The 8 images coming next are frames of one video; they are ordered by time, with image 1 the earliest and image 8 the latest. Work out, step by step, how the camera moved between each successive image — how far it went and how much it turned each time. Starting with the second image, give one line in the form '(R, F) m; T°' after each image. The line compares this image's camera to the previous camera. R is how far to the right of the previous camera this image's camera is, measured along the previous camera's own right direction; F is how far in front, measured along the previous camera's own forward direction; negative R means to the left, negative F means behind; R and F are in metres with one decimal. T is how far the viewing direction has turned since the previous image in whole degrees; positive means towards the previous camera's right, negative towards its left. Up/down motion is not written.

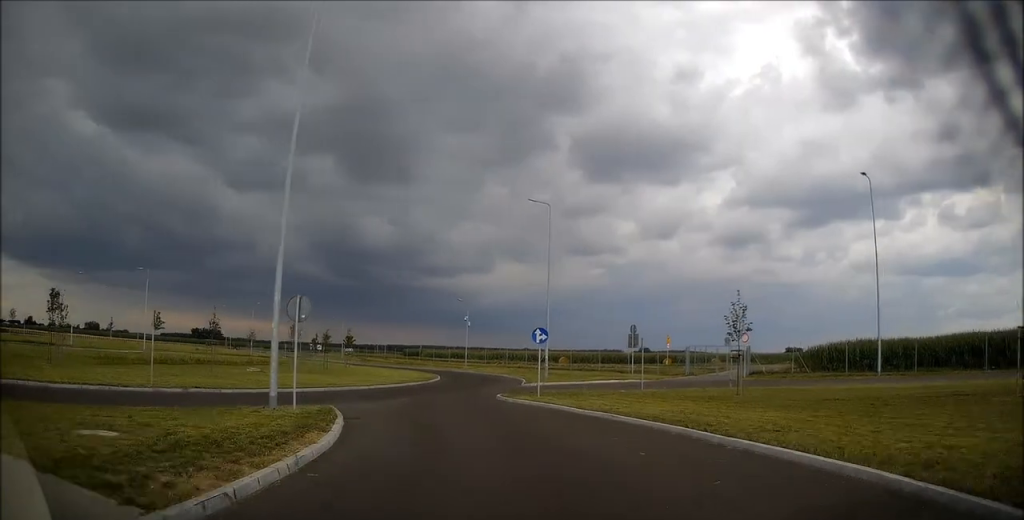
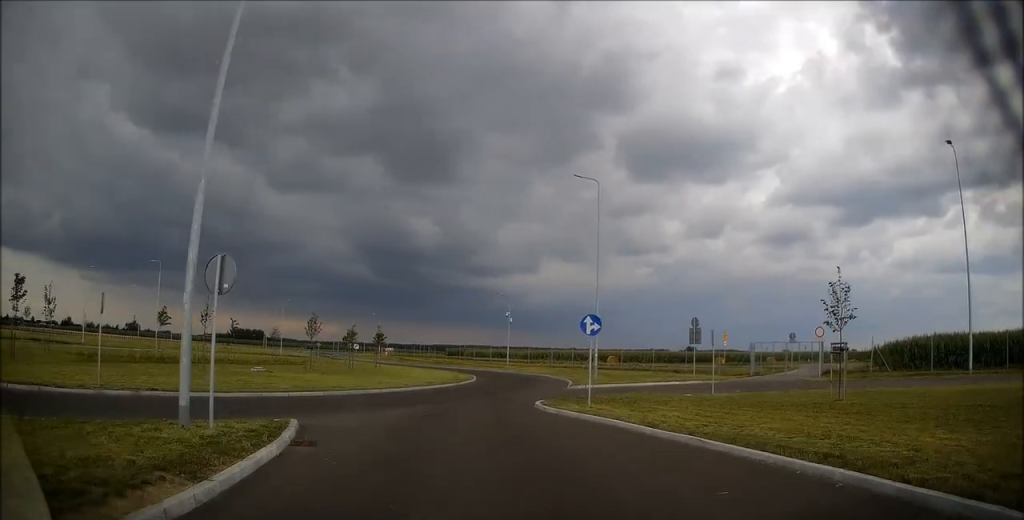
(0.0, +5.6) m; -3°
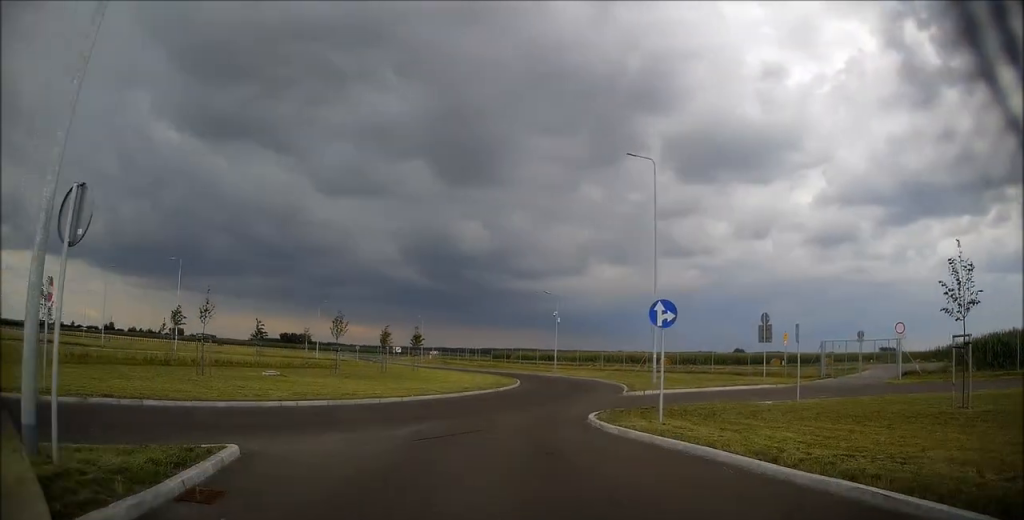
(-0.1, +4.7) m; -4°
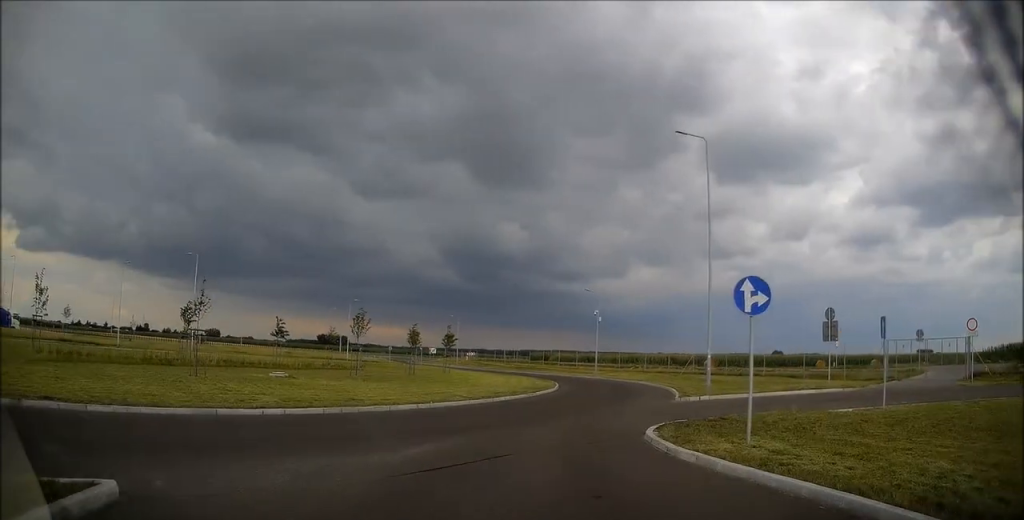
(-0.1, +3.8) m; -4°
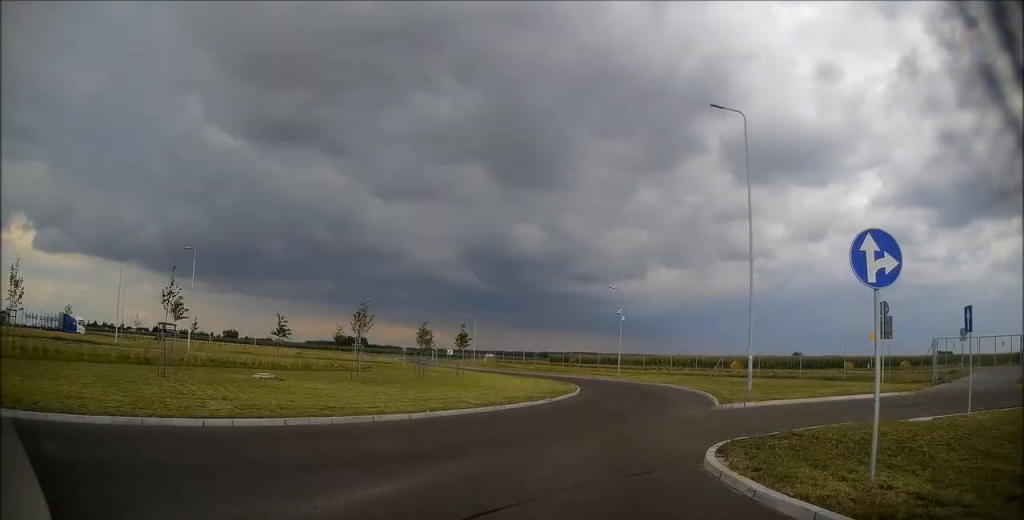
(-0.2, +3.6) m; -2°
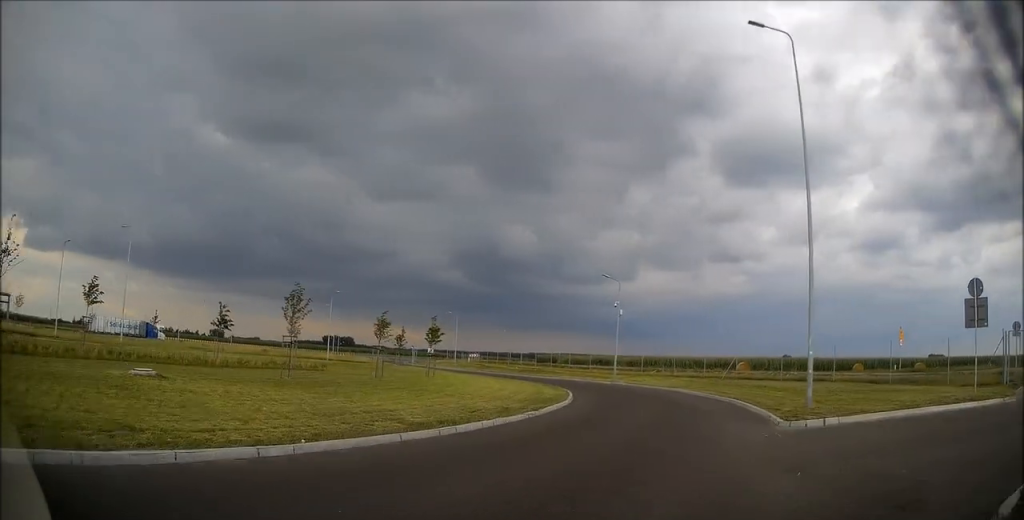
(-0.1, +7.4) m; +1°
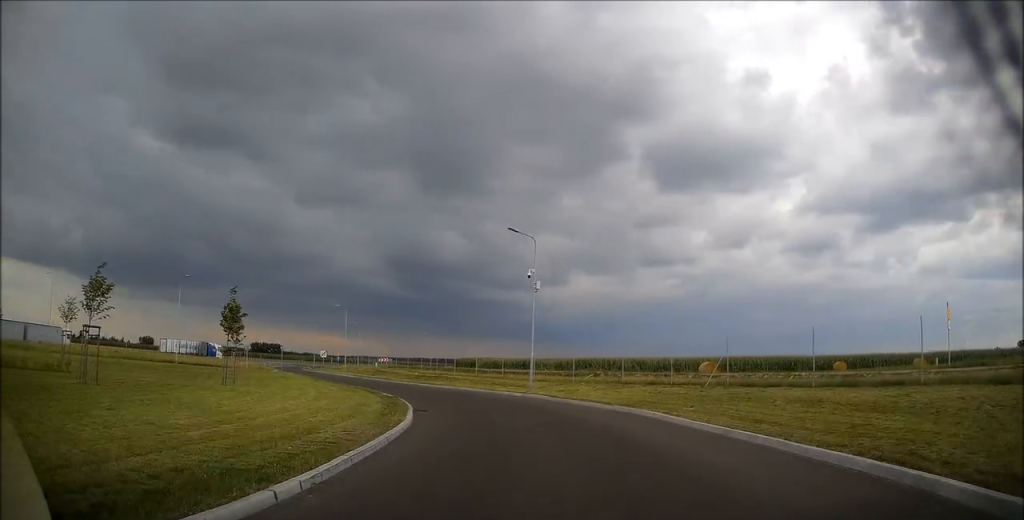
(+0.7, +15.6) m; +2°
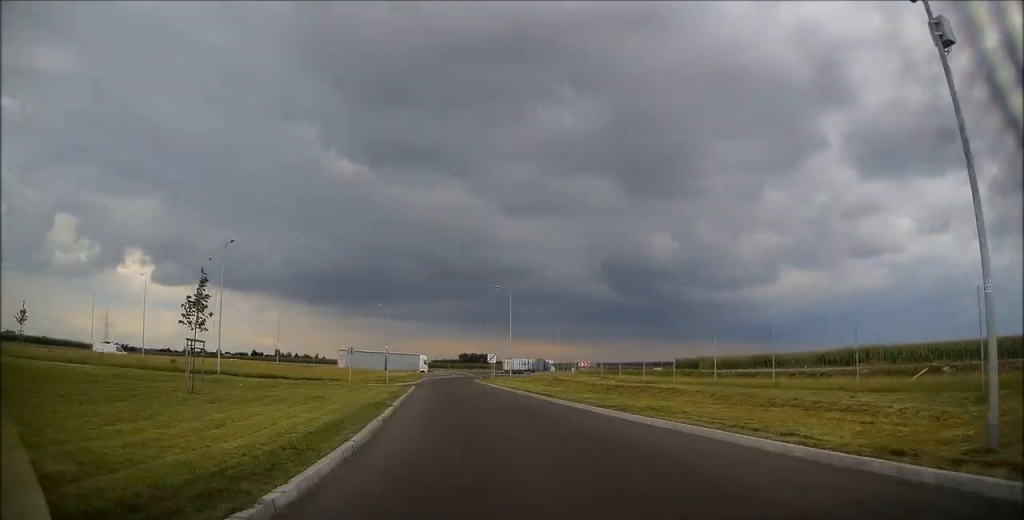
(-2.2, +22.2) m; -15°
